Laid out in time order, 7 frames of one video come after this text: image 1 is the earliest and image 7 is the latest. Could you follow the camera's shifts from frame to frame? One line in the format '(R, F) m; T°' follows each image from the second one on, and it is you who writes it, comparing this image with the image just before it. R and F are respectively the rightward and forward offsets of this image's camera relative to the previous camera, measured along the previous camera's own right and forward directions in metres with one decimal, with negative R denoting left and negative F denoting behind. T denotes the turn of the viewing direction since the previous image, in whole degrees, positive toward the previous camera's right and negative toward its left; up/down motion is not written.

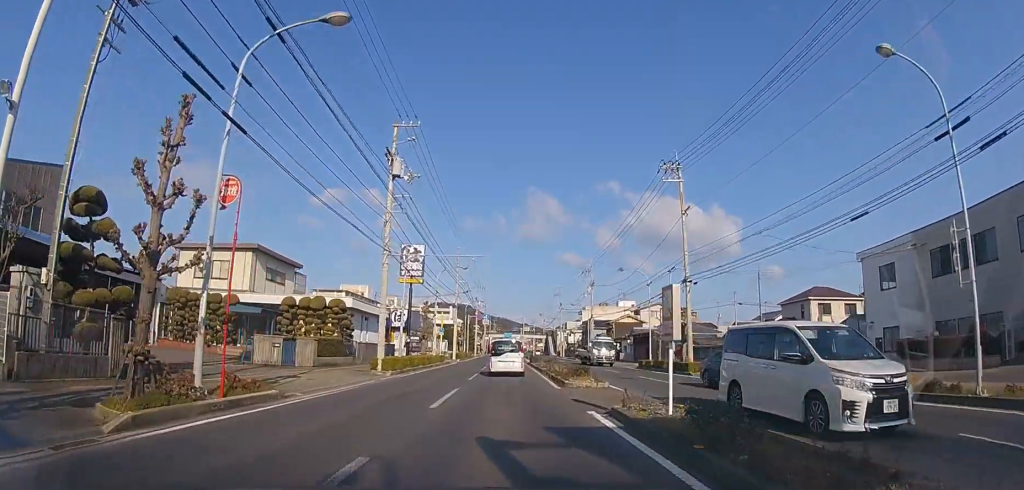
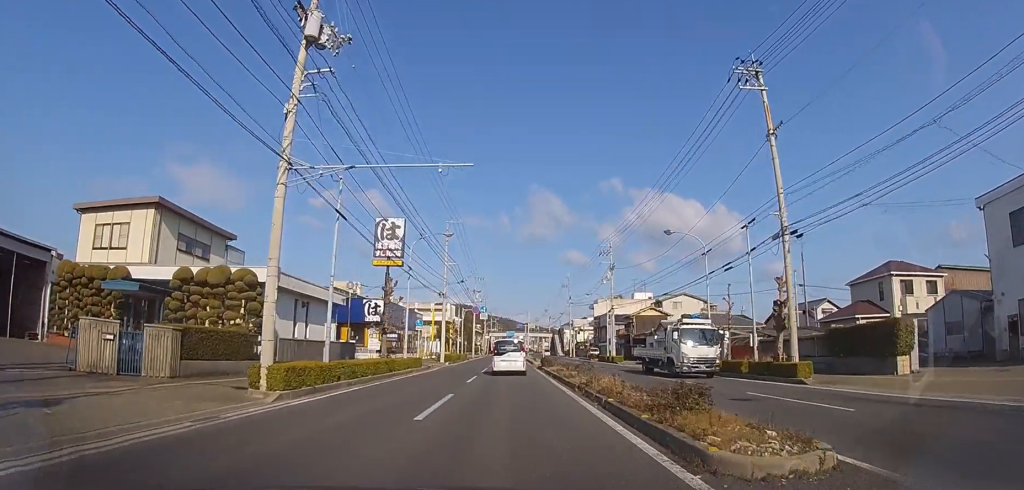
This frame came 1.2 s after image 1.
(-0.1, +12.2) m; -1°
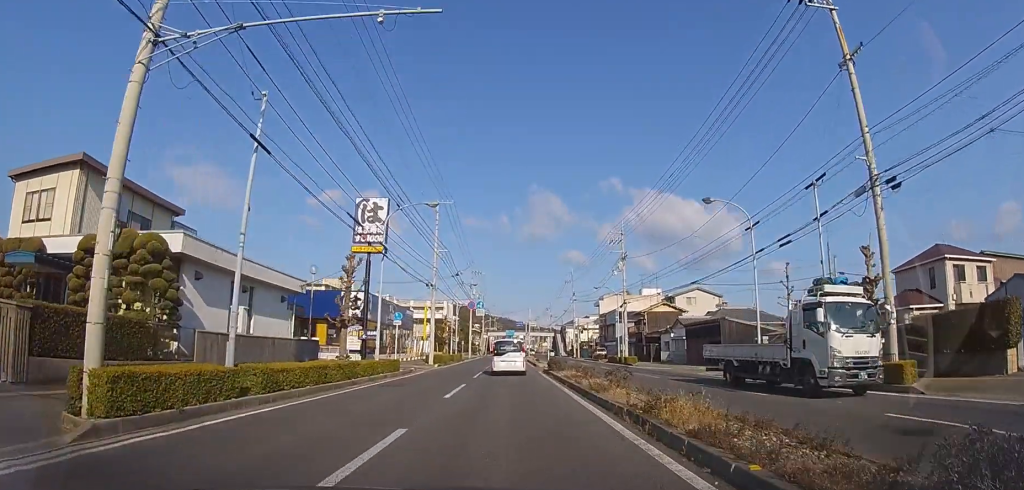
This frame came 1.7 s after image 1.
(0.0, +5.8) m; 0°
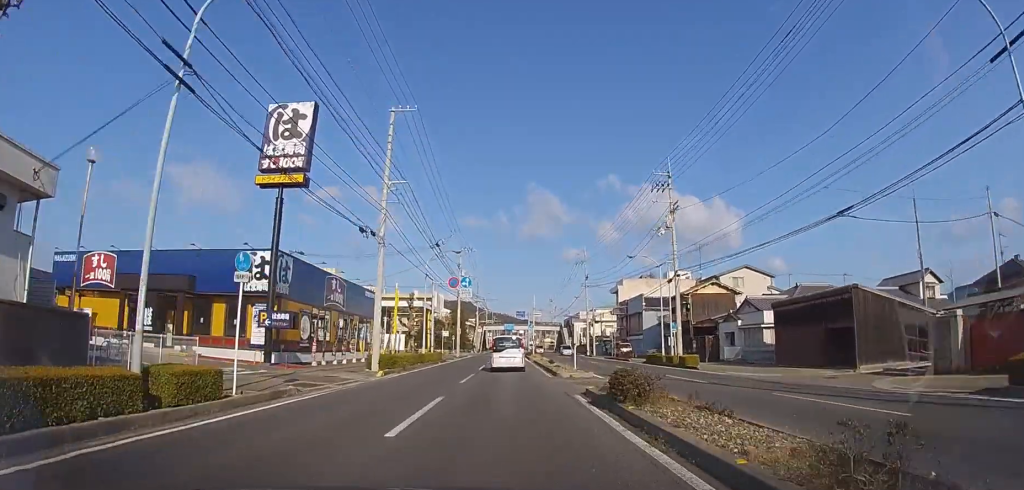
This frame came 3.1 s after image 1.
(-0.1, +15.6) m; 0°
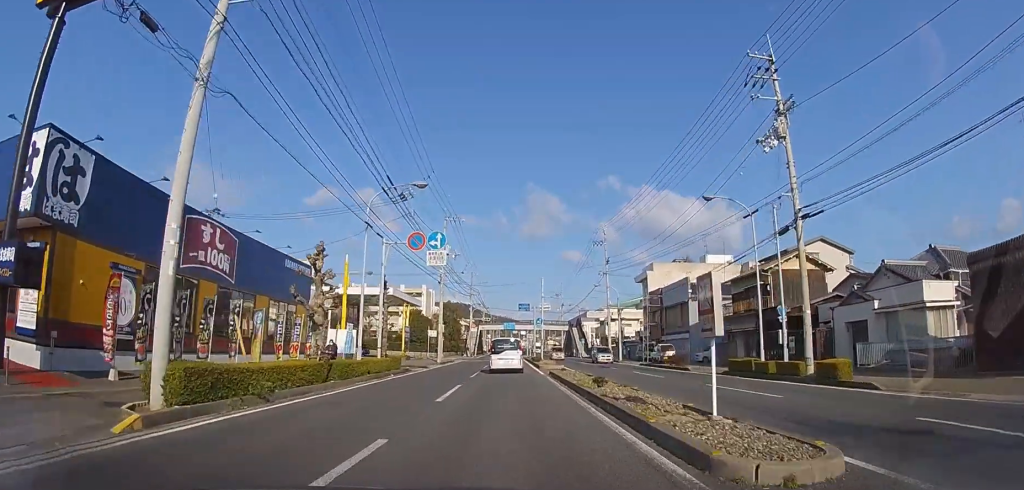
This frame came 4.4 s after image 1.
(0.0, +15.1) m; 0°
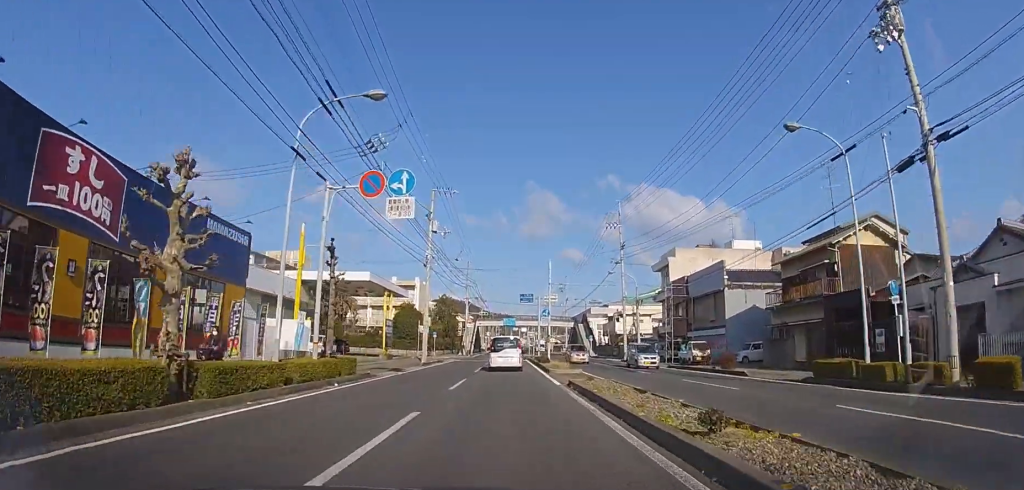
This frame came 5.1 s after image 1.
(0.0, +7.6) m; 0°
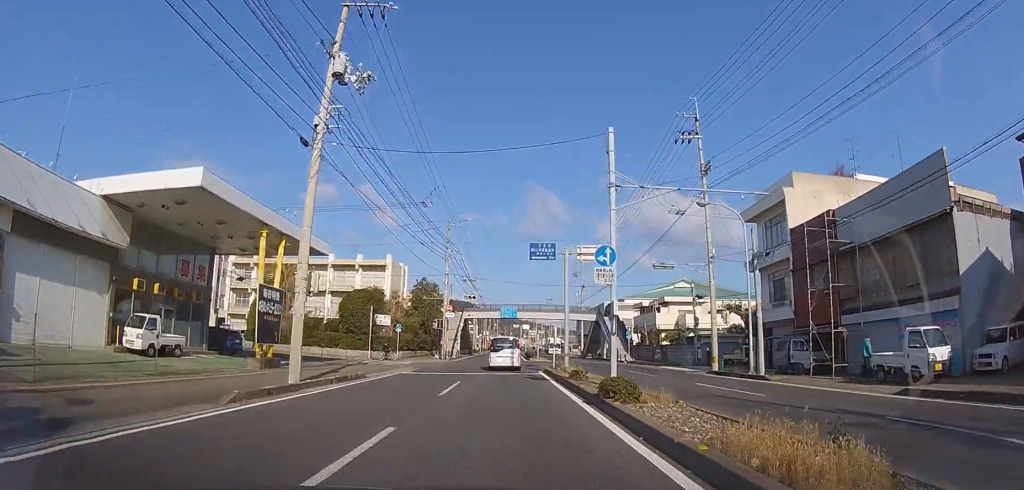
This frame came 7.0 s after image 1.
(+0.1, +21.8) m; 0°
